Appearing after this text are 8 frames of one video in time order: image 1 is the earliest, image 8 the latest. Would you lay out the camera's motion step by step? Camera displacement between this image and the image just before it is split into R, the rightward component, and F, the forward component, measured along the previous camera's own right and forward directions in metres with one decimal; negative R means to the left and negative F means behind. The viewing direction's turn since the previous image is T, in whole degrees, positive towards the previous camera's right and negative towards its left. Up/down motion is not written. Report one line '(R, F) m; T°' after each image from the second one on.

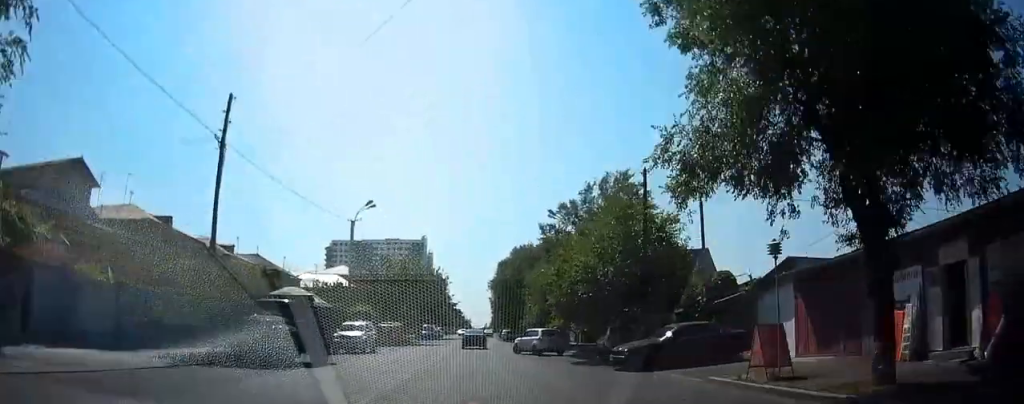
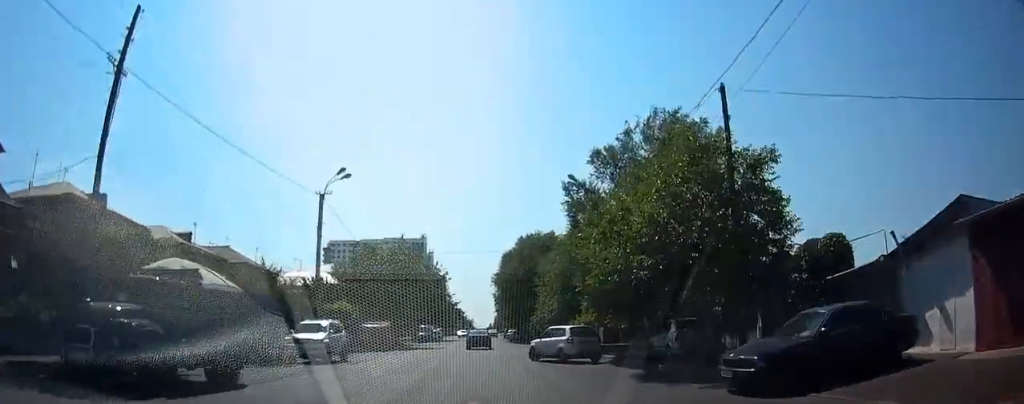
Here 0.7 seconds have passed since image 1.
(0.0, +9.8) m; 0°
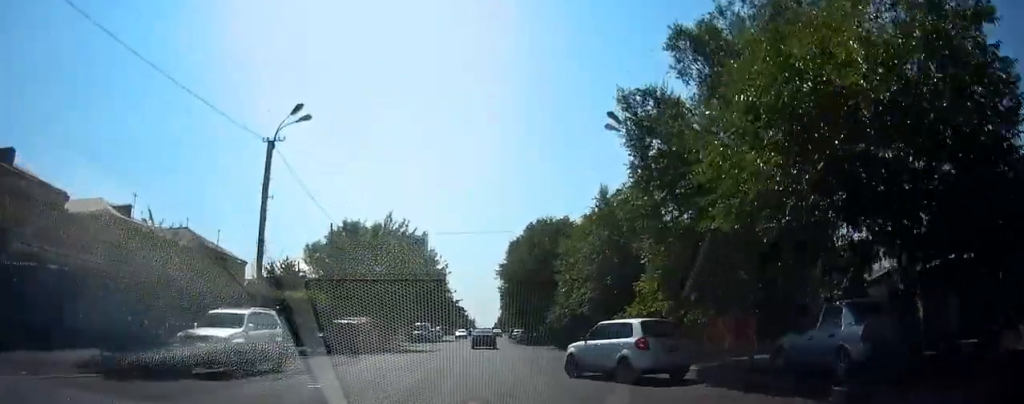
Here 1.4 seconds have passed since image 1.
(0.0, +8.8) m; -1°
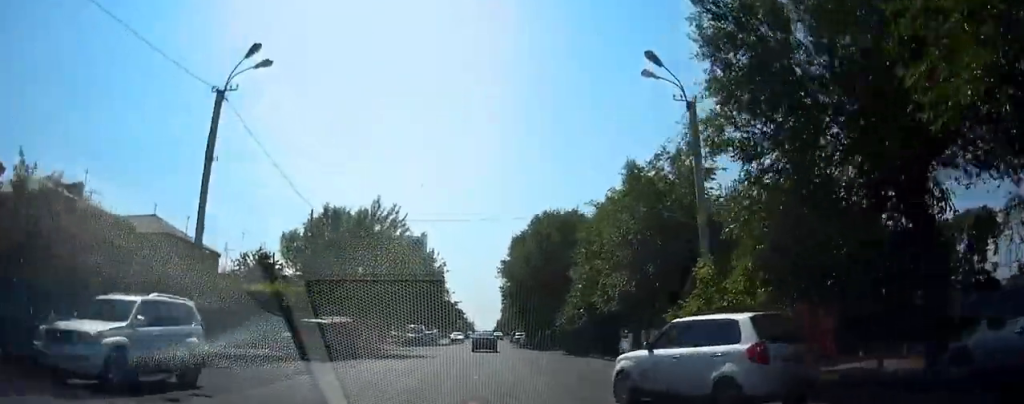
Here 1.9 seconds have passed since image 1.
(0.0, +4.6) m; 0°
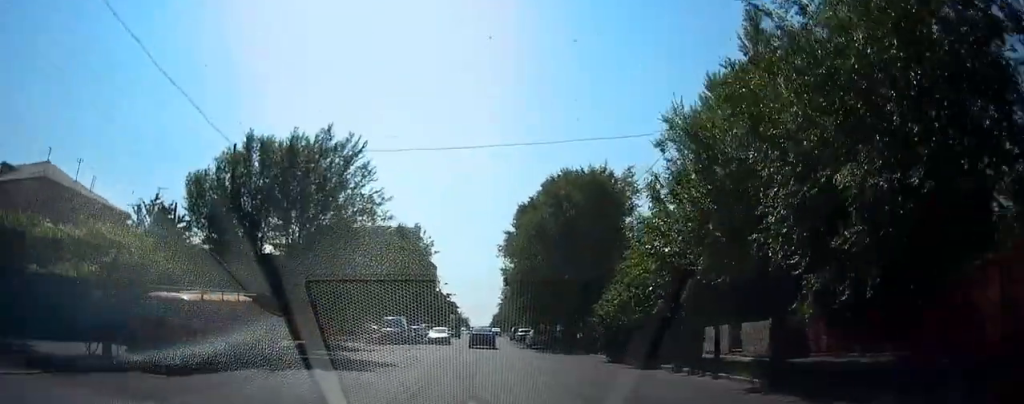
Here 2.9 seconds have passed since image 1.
(-0.1, +9.4) m; -1°
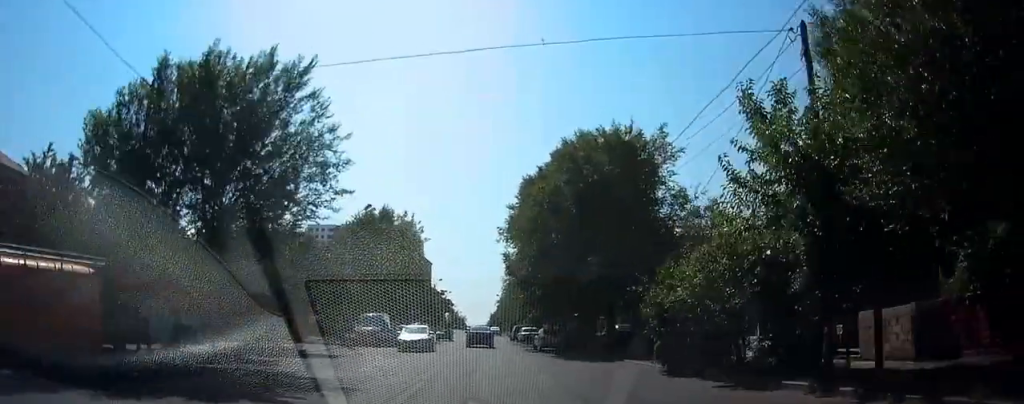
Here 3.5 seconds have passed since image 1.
(0.0, +7.8) m; 0°
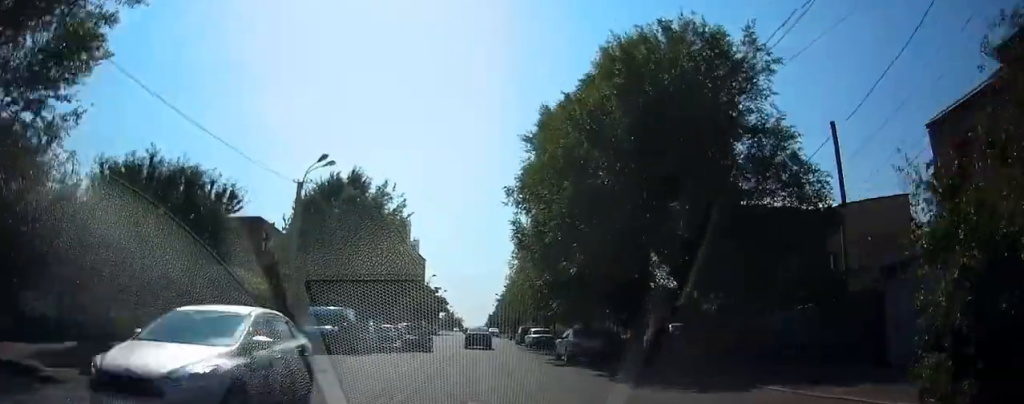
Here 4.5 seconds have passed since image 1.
(0.0, +14.2) m; 0°
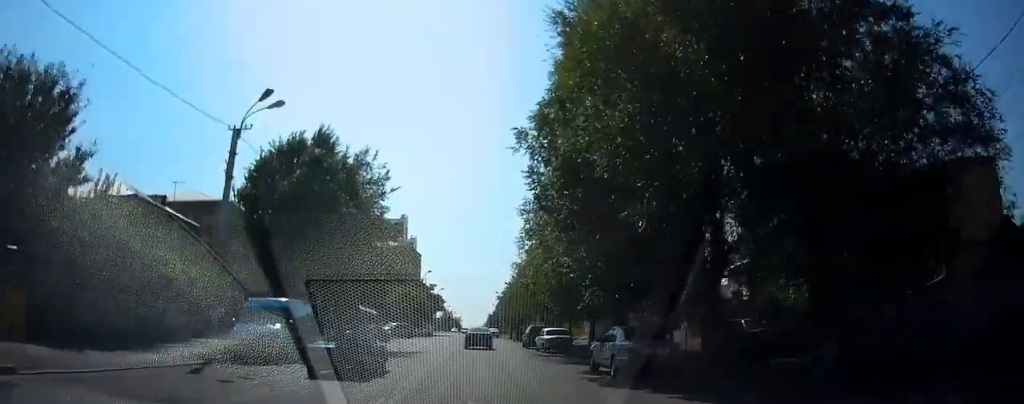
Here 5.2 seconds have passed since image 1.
(0.0, +10.8) m; 0°
